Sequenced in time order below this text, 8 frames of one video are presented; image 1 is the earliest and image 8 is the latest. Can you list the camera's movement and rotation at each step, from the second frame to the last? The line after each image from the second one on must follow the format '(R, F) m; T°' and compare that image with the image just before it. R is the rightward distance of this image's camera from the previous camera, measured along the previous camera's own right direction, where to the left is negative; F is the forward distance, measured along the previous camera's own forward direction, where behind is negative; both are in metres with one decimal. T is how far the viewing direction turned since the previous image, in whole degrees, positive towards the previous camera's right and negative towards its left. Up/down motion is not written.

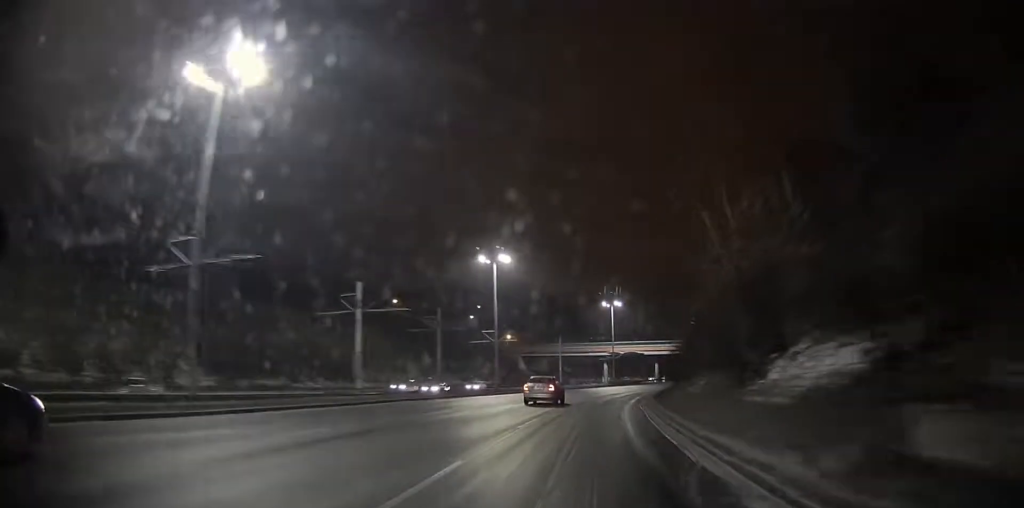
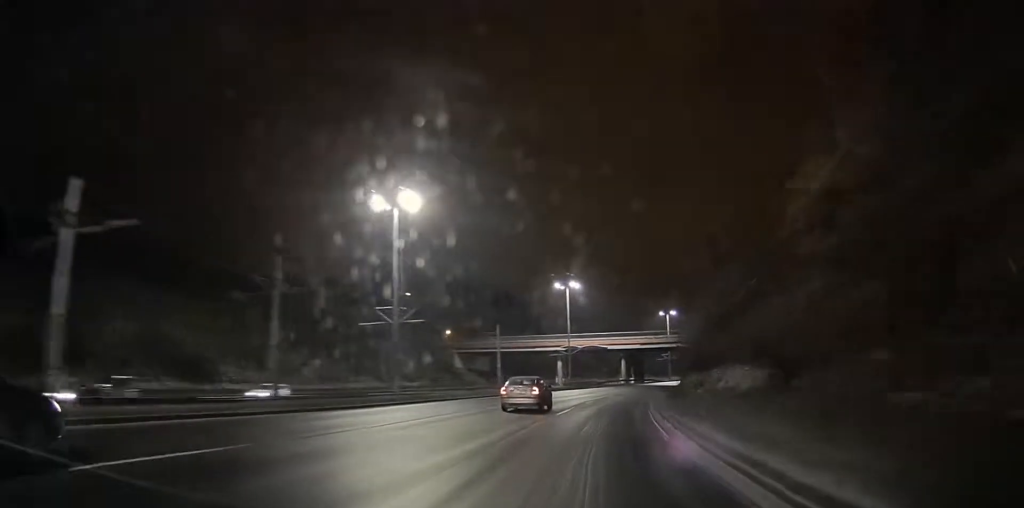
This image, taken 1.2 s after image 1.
(+0.9, +26.5) m; +4°
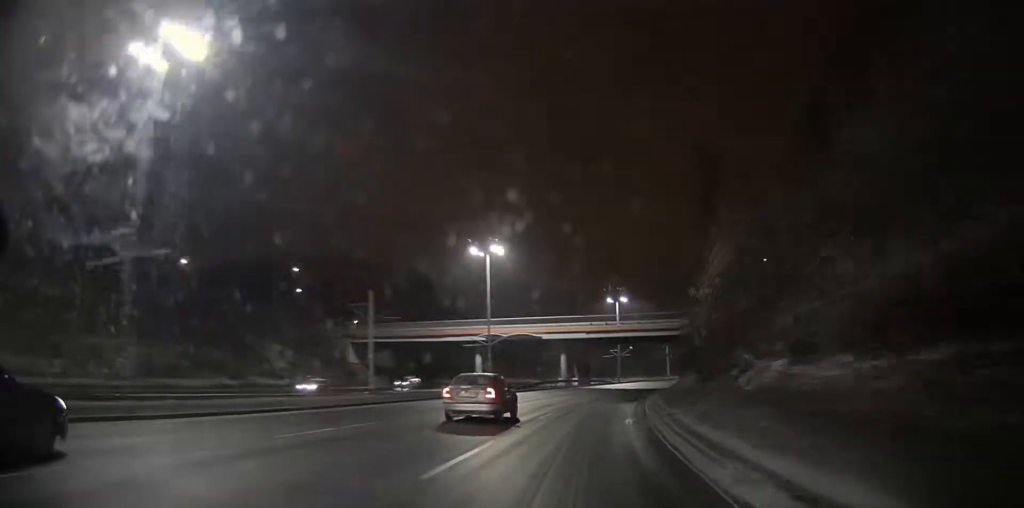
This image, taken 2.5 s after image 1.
(+1.3, +29.4) m; +5°
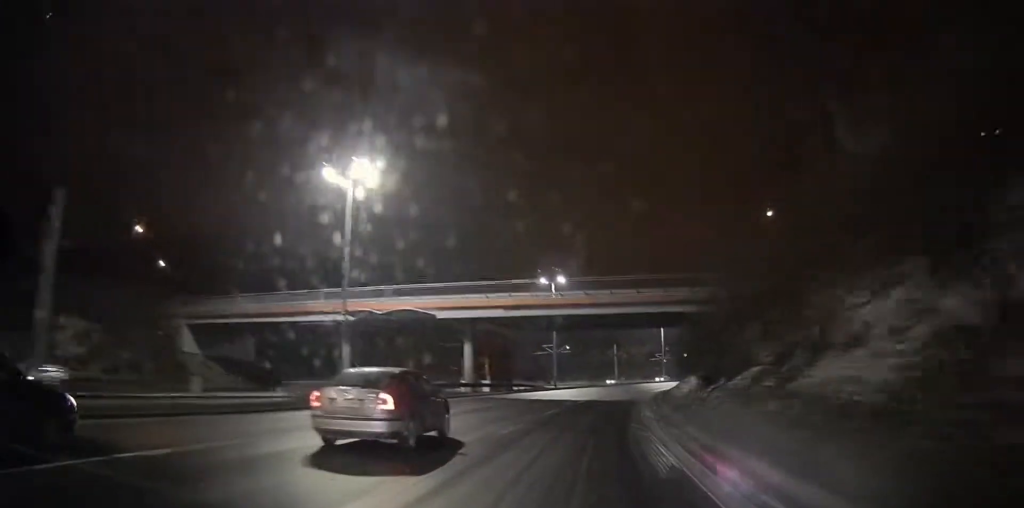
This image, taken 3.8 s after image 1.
(+1.2, +30.3) m; +5°
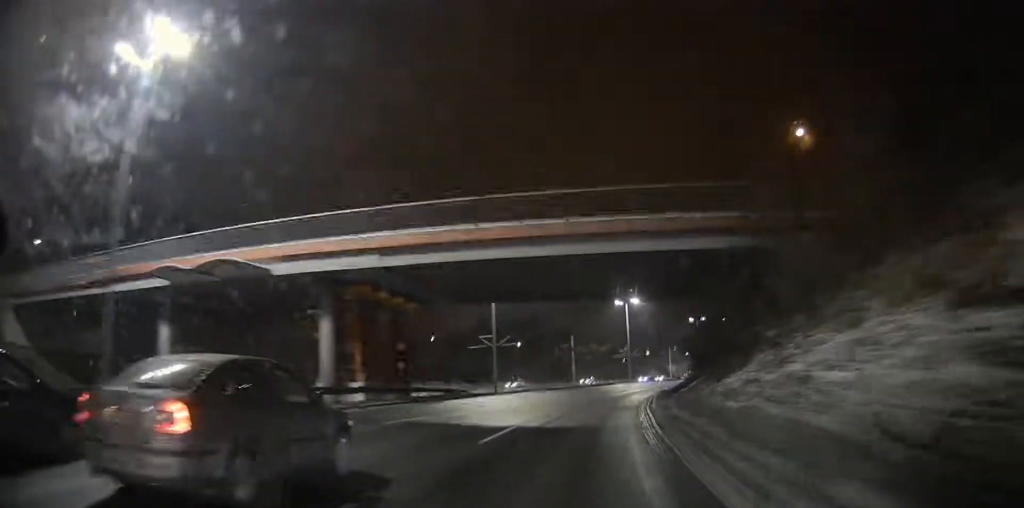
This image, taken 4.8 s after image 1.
(+0.9, +22.9) m; +4°
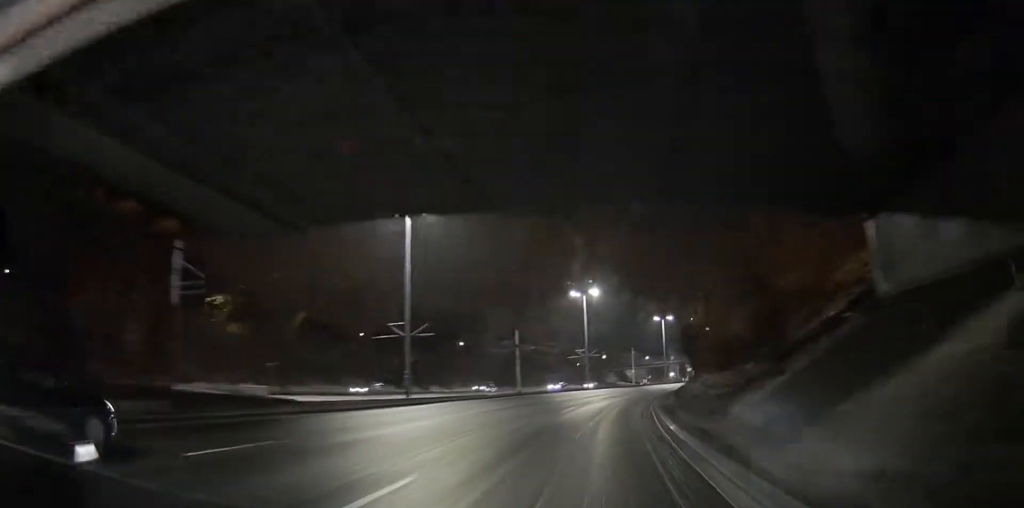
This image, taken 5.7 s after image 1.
(+0.6, +20.0) m; +3°
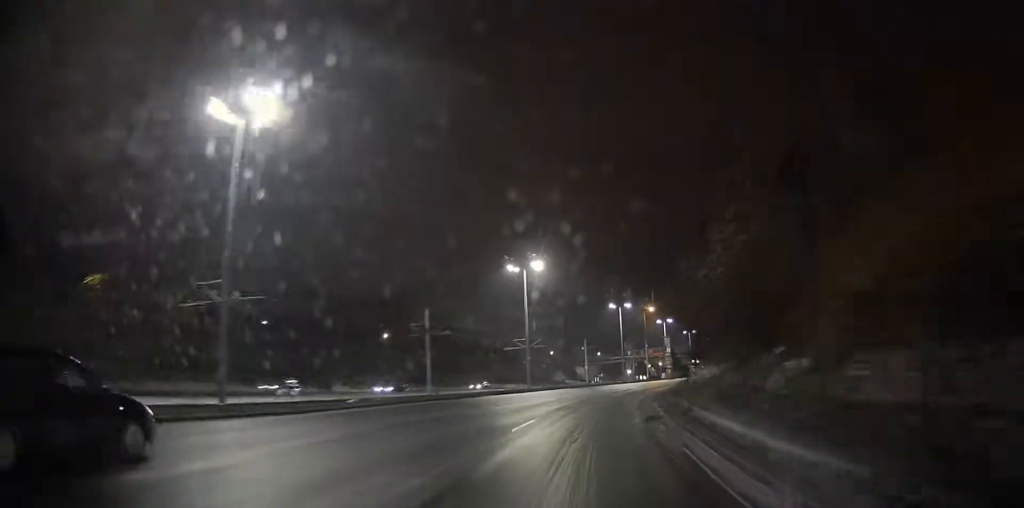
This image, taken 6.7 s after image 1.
(+0.8, +22.9) m; +3°
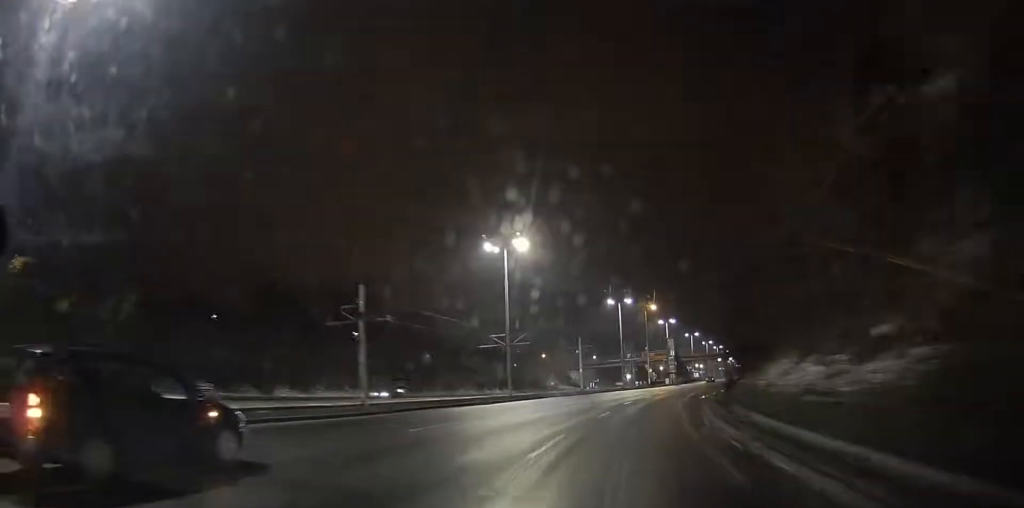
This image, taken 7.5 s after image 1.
(+0.3, +16.8) m; +3°
